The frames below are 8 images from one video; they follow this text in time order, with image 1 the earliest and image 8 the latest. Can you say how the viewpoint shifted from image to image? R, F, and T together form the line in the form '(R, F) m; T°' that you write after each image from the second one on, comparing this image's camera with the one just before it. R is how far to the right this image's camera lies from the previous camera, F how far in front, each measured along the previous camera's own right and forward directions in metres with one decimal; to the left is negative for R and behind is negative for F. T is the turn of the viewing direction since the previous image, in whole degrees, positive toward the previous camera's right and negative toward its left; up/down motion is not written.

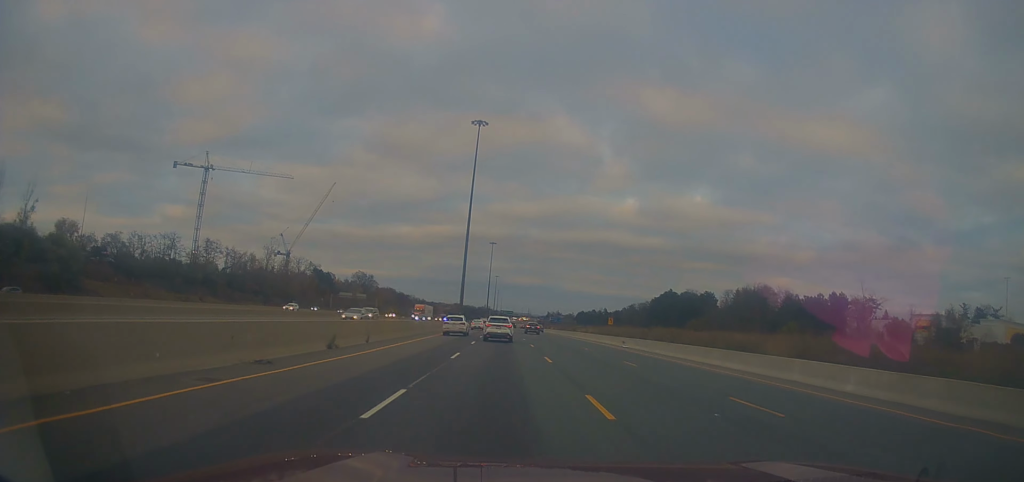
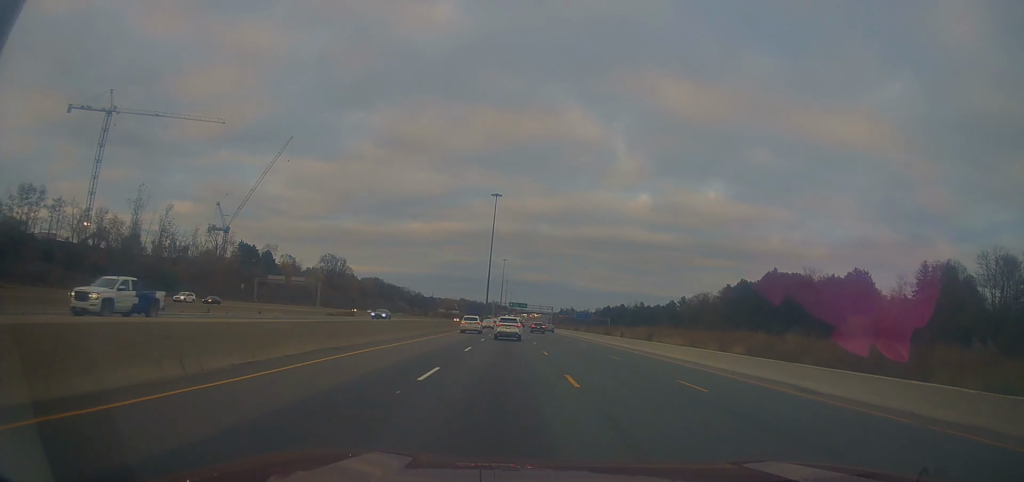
(-1.0, +92.6) m; -1°
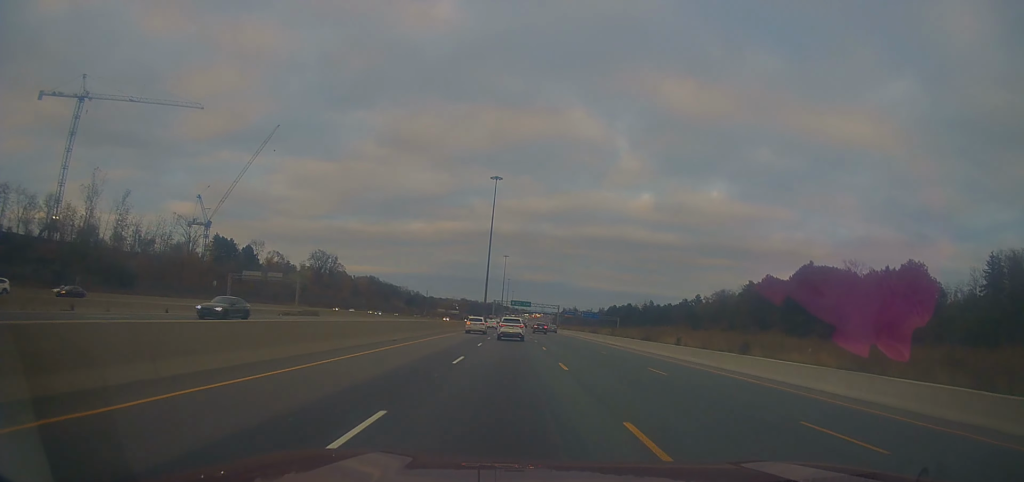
(0.0, +19.5) m; 0°
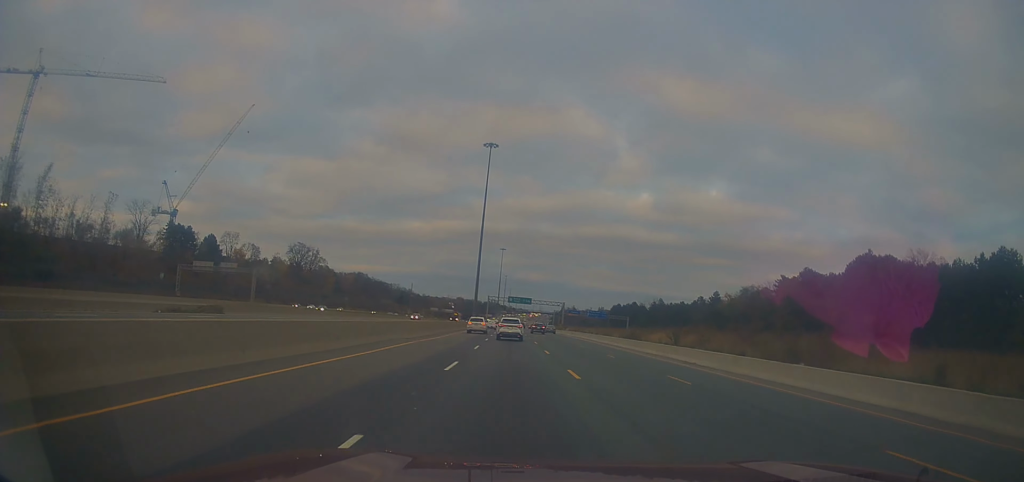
(-0.1, +26.8) m; 0°
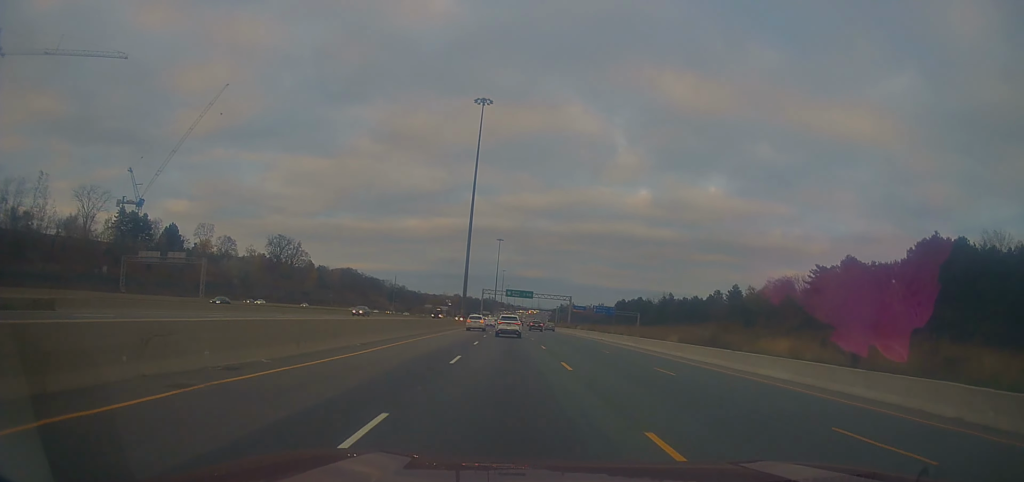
(-0.3, +22.7) m; +1°
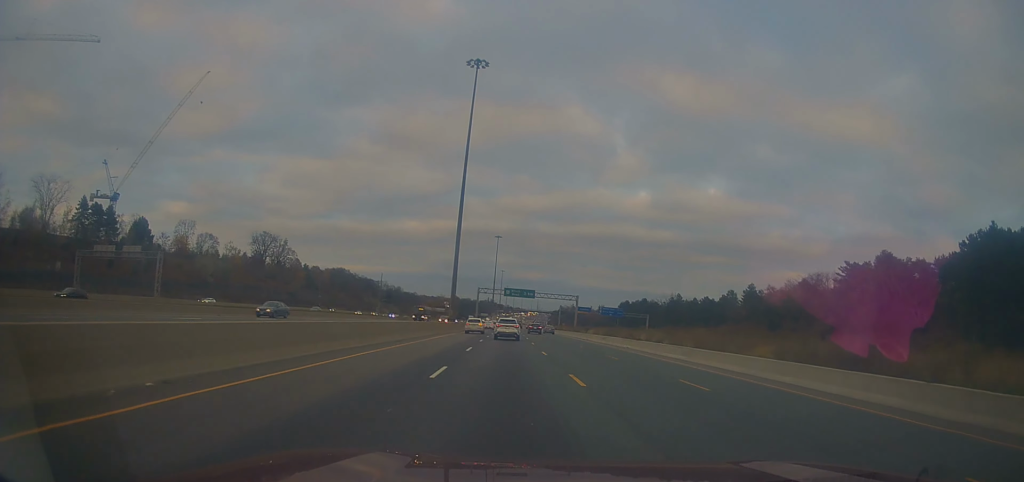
(+0.3, +15.5) m; +1°
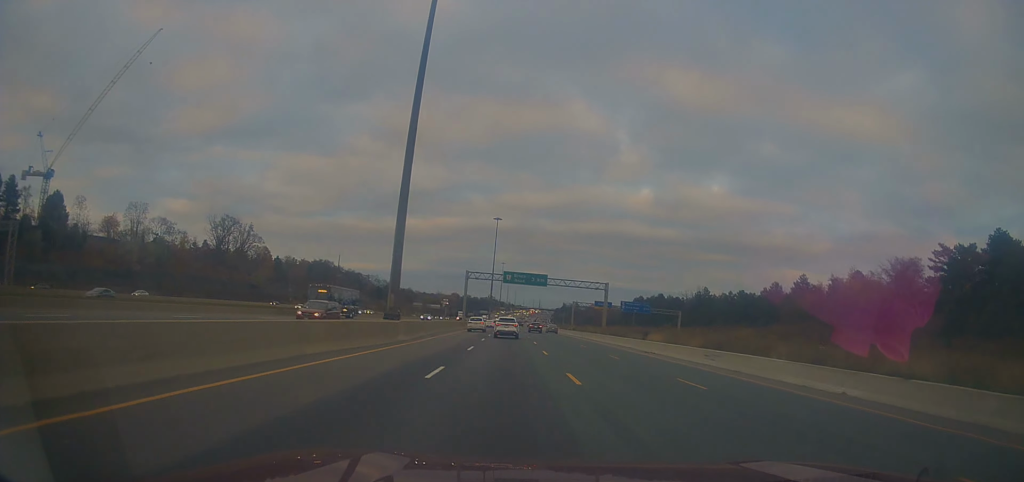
(+0.4, +36.2) m; 0°
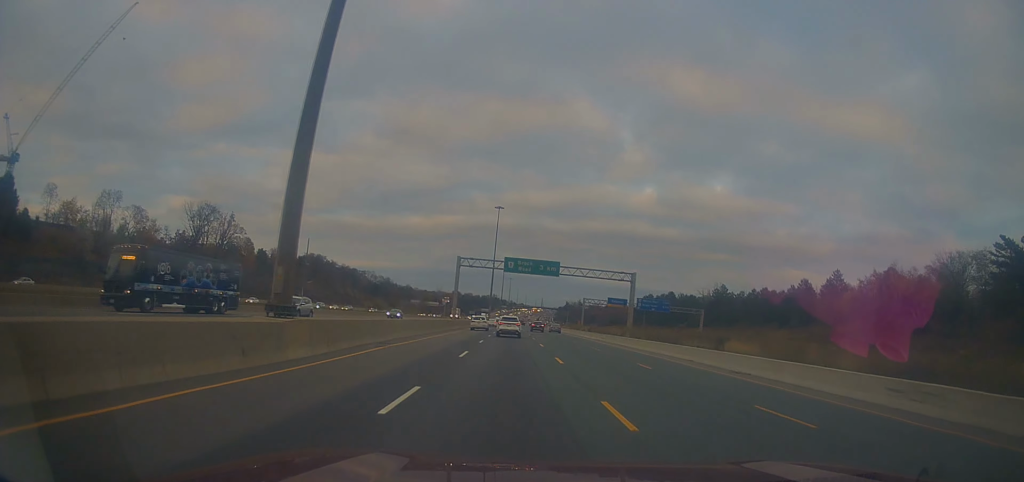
(0.0, +17.6) m; 0°
